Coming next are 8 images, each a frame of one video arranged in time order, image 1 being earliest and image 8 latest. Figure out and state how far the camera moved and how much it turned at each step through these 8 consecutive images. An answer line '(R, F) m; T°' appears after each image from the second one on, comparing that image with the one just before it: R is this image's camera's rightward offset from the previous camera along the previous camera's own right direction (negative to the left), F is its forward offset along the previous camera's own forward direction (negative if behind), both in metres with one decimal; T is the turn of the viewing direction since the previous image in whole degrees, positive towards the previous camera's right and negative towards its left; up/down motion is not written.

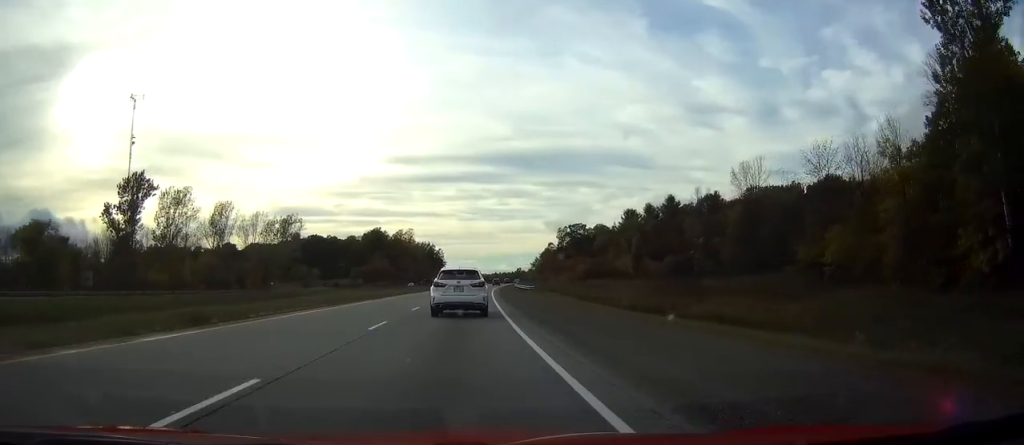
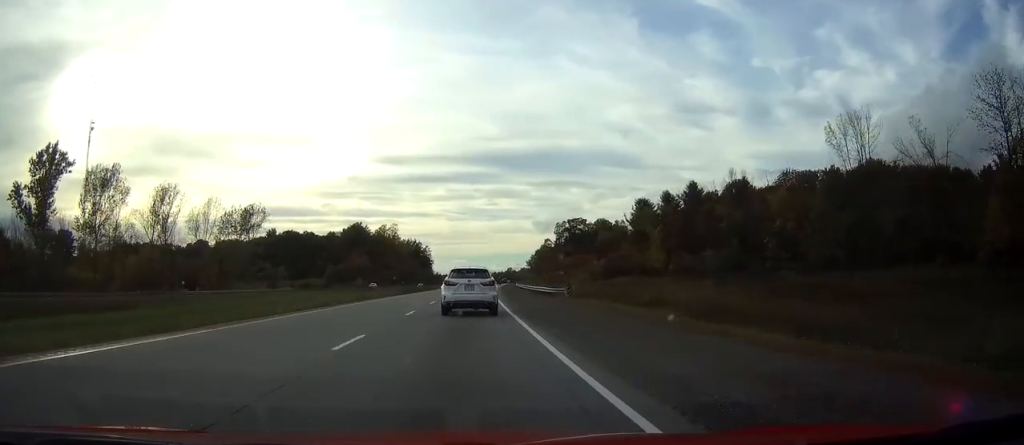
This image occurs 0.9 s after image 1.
(+0.3, +28.6) m; +1°
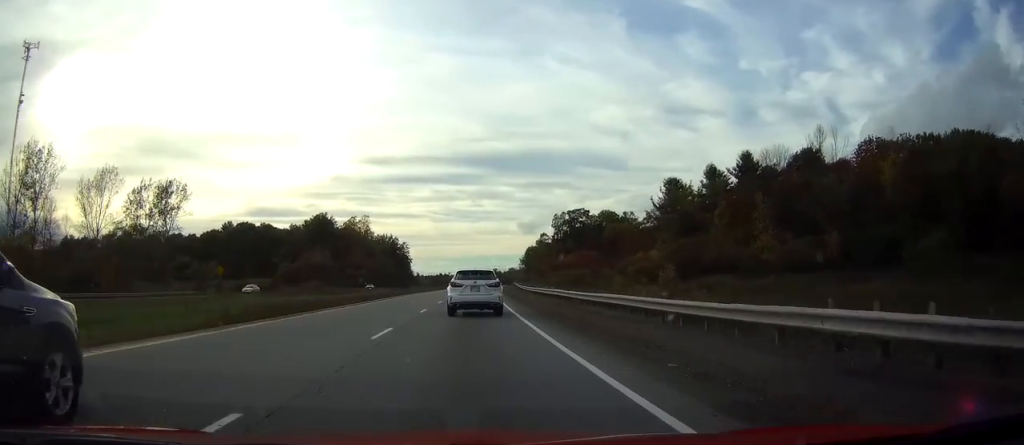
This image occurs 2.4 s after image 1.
(+0.5, +43.8) m; +1°
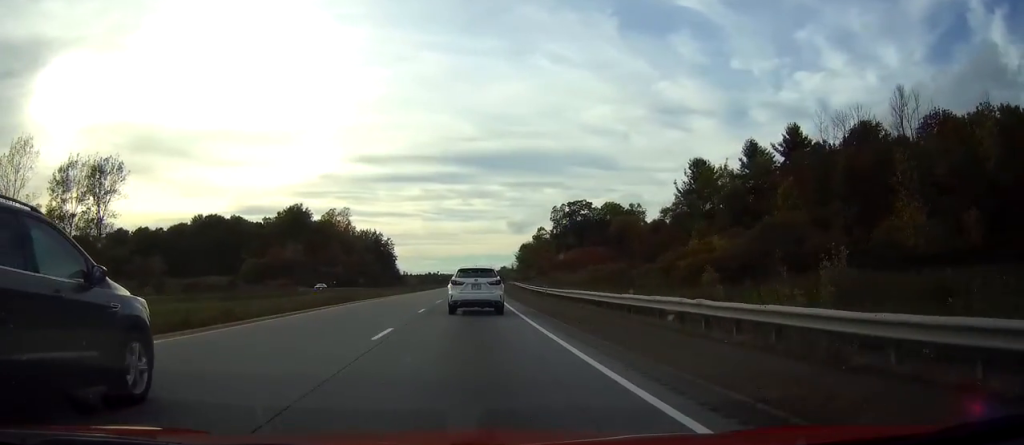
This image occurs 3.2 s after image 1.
(+0.2, +24.4) m; +1°
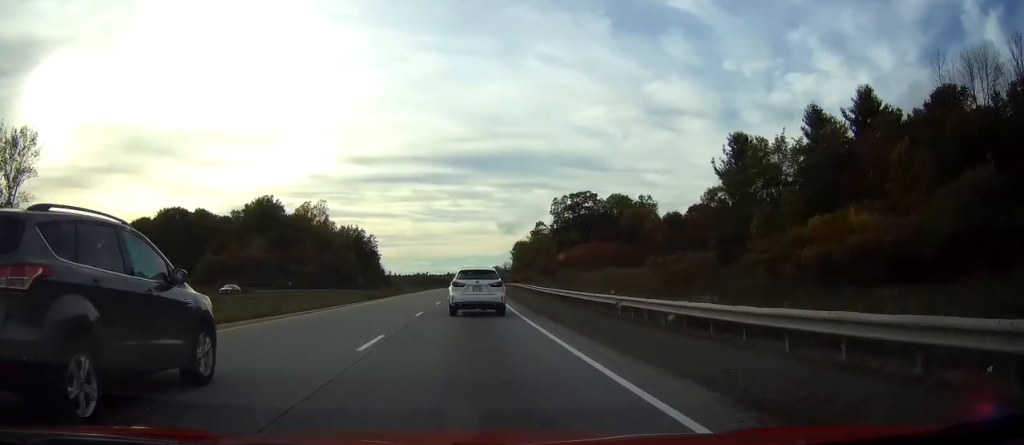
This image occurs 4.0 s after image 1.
(+0.3, +25.4) m; +1°
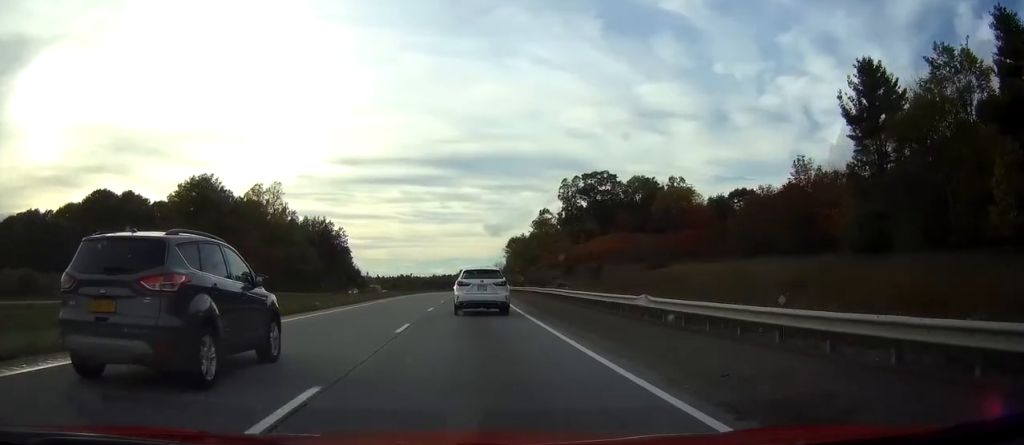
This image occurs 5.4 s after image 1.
(+0.2, +42.7) m; +1°
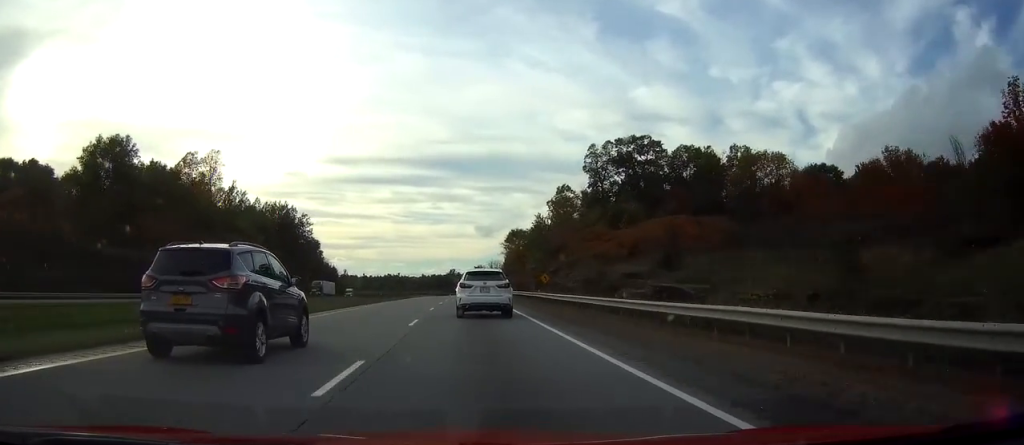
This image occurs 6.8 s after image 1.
(+0.4, +43.8) m; +1°
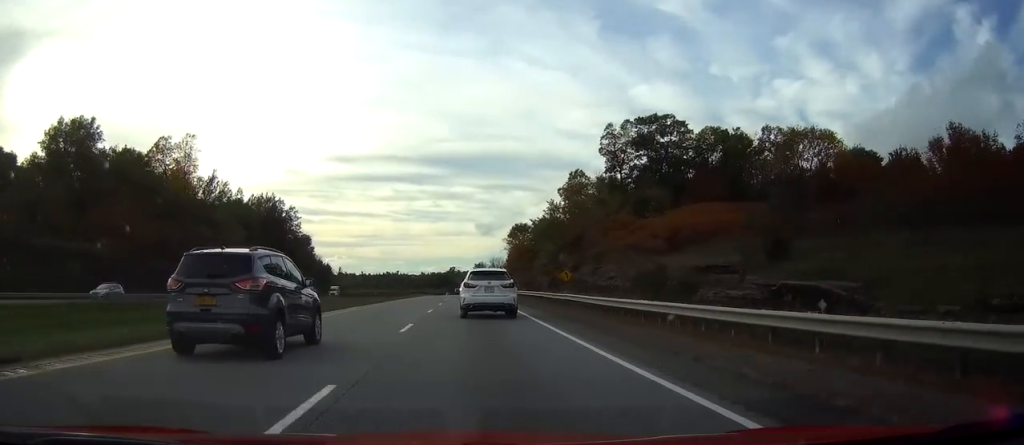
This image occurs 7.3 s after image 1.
(0.0, +14.3) m; 0°
